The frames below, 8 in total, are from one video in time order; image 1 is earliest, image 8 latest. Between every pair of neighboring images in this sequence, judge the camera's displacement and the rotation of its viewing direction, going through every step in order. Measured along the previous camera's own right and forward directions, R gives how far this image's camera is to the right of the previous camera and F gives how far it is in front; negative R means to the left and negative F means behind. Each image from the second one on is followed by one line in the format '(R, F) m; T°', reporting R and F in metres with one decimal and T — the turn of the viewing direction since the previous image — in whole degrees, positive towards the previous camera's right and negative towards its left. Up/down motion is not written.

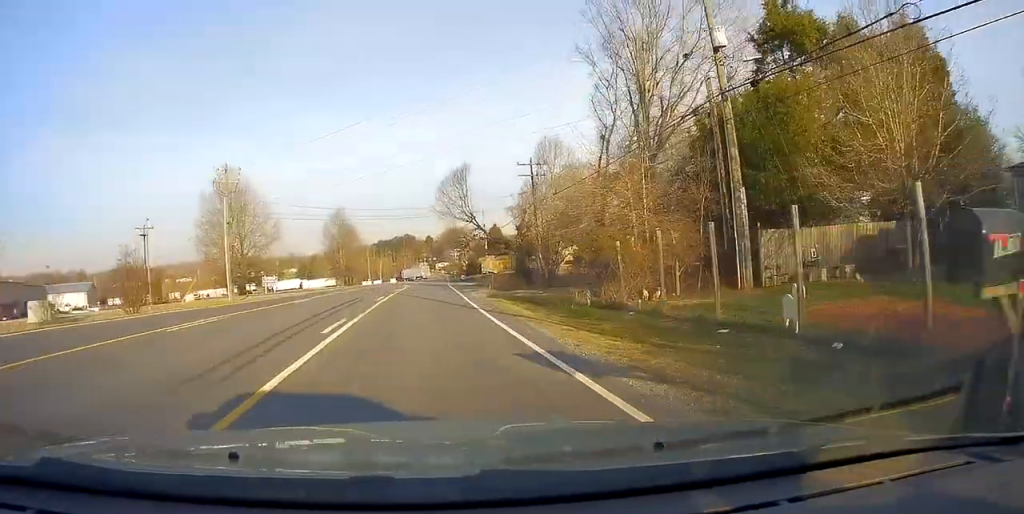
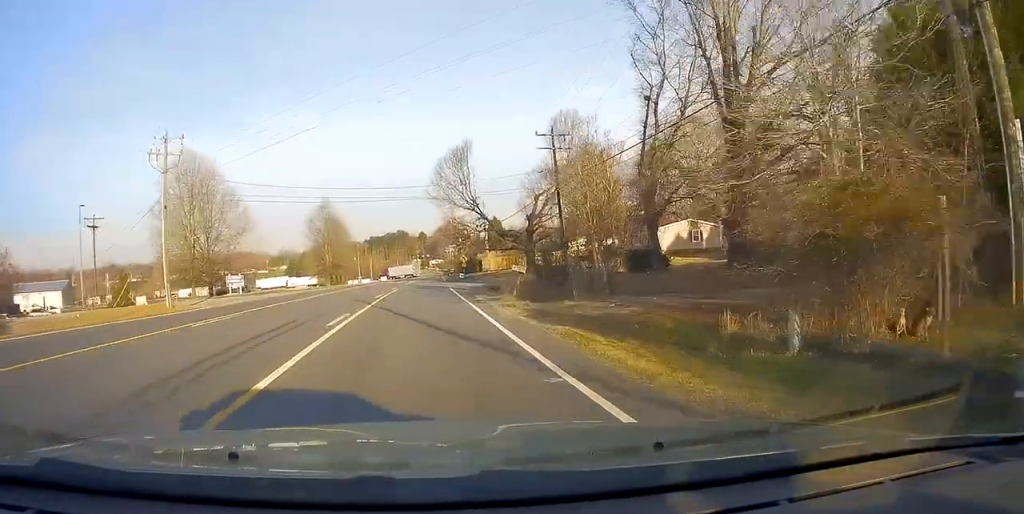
(+0.3, +10.8) m; +1°
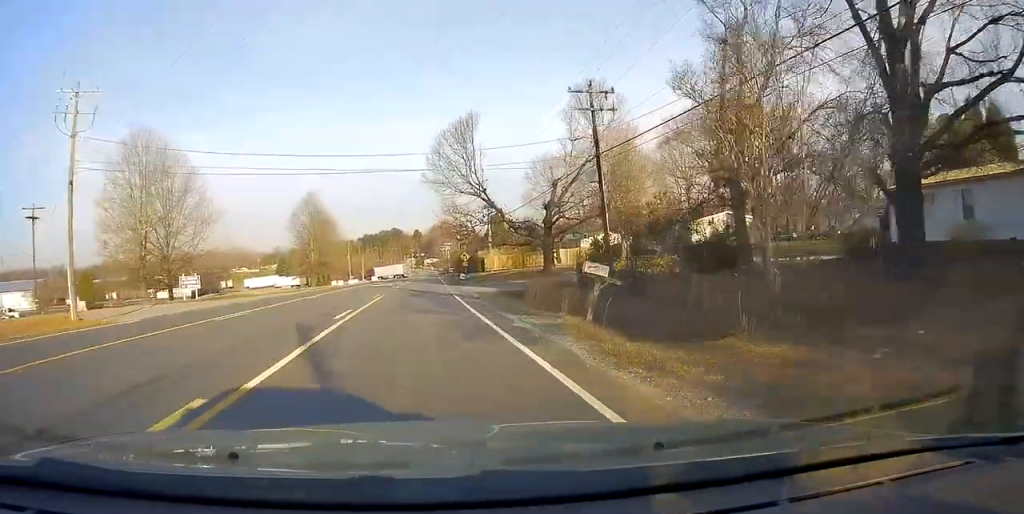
(+0.3, +10.4) m; 0°
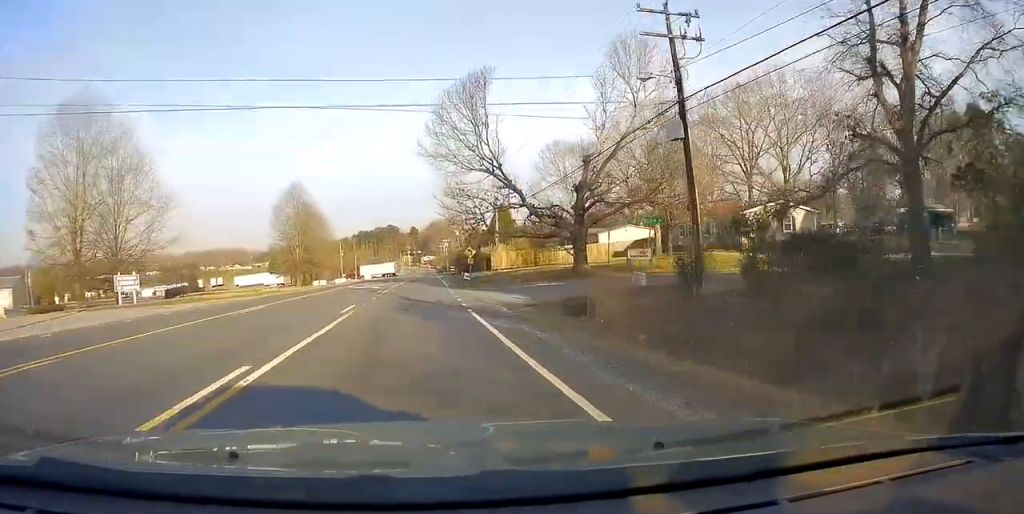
(-0.1, +10.4) m; 0°
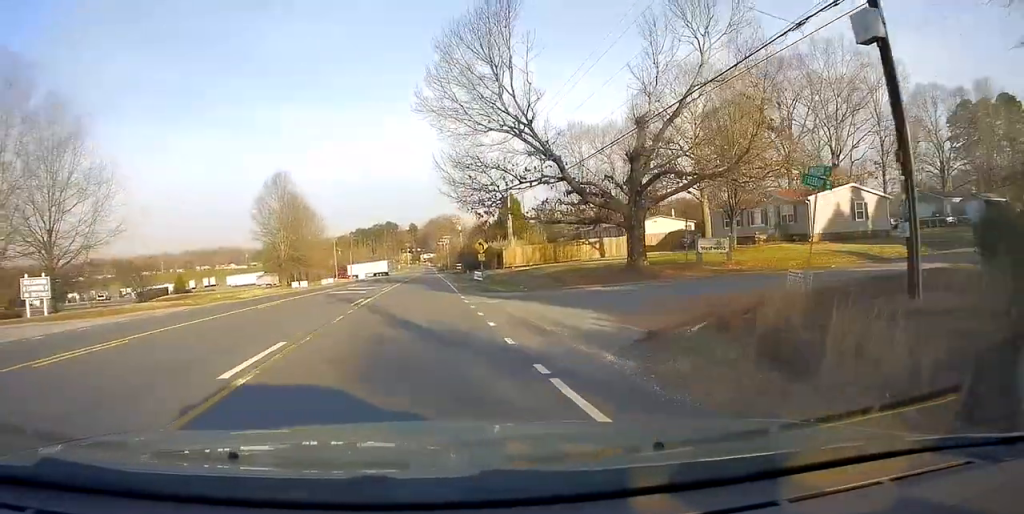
(-0.3, +10.1) m; 0°
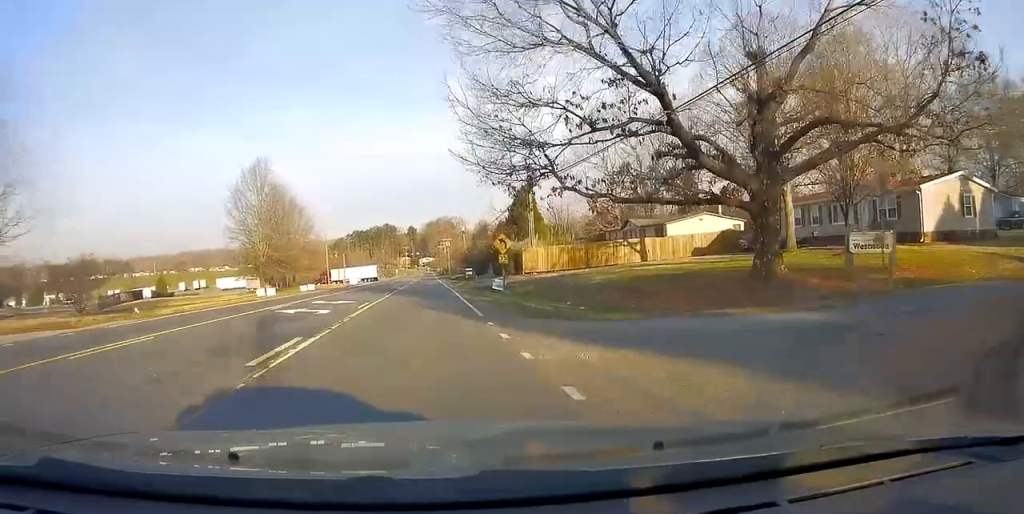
(0.0, +11.2) m; 0°
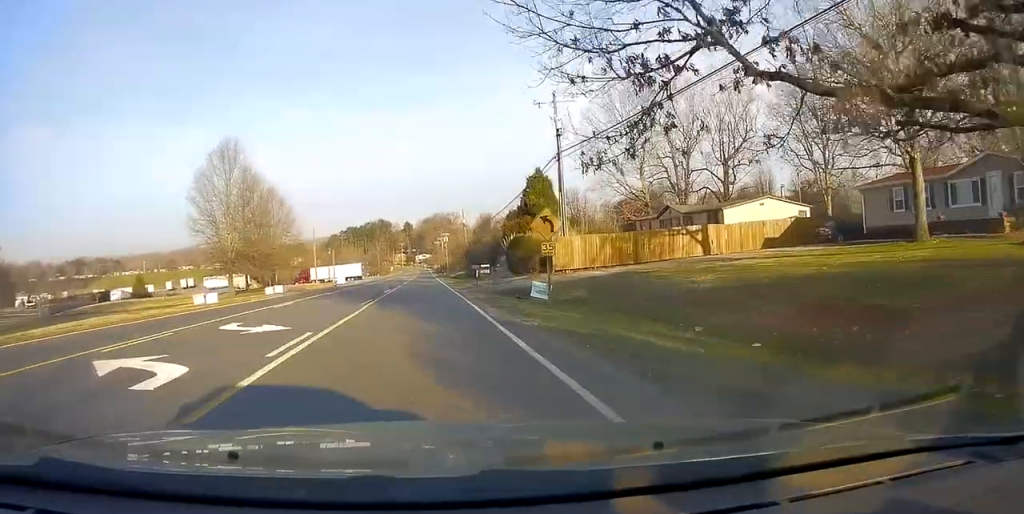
(+0.1, +11.3) m; +1°
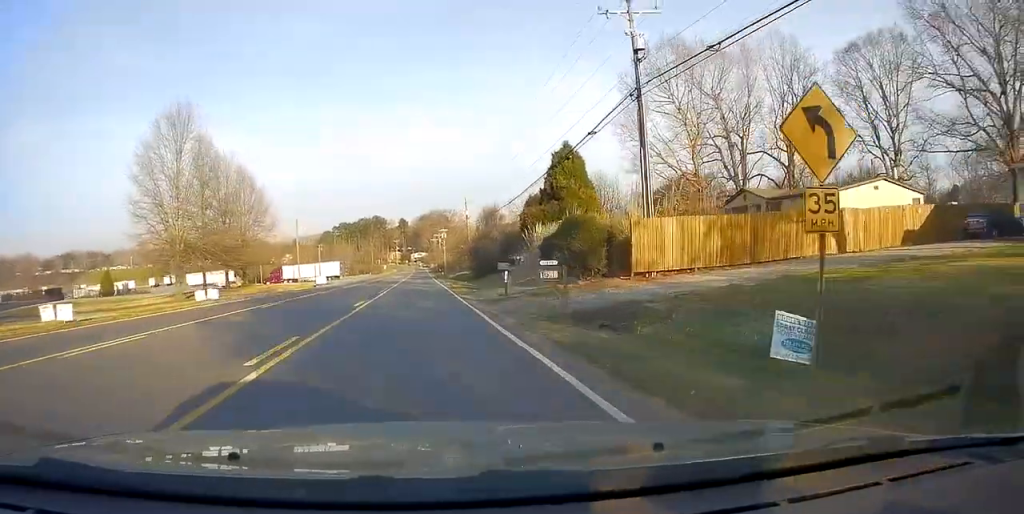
(+0.1, +13.3) m; +1°
